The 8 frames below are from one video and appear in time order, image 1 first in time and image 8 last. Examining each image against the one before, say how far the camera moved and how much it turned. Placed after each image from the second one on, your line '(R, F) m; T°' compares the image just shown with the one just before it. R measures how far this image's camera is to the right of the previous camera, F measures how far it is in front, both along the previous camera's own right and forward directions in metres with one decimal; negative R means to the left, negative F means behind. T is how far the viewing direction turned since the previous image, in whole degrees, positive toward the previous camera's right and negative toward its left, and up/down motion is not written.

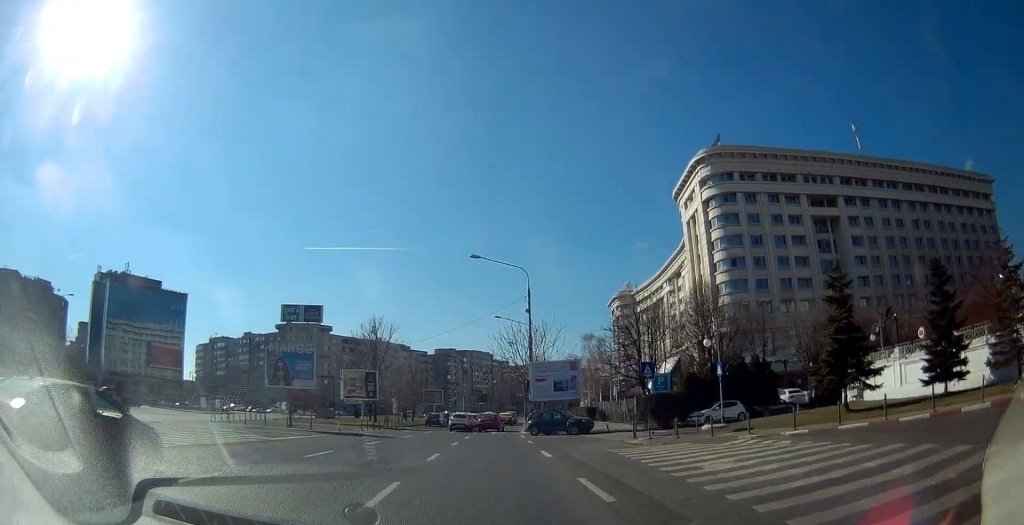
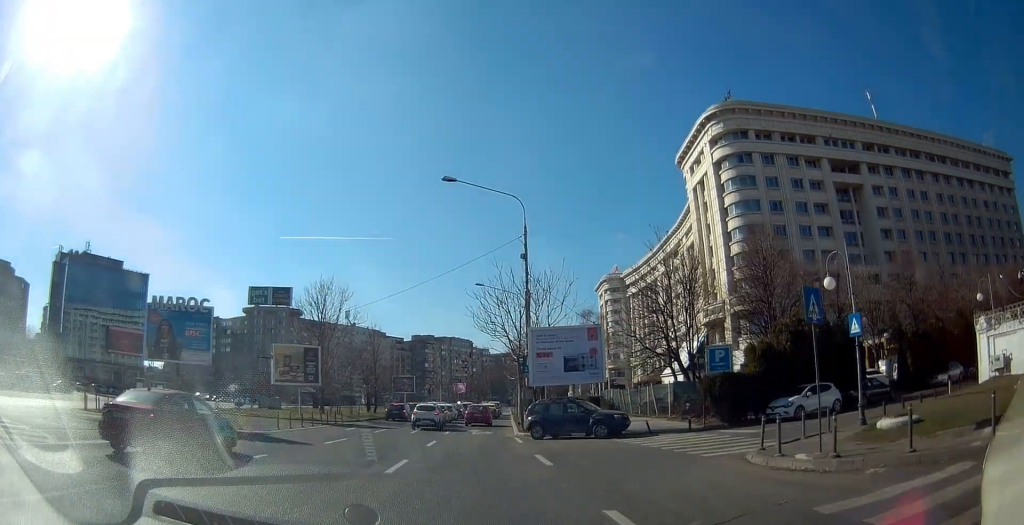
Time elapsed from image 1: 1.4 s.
(-0.2, +13.2) m; -1°
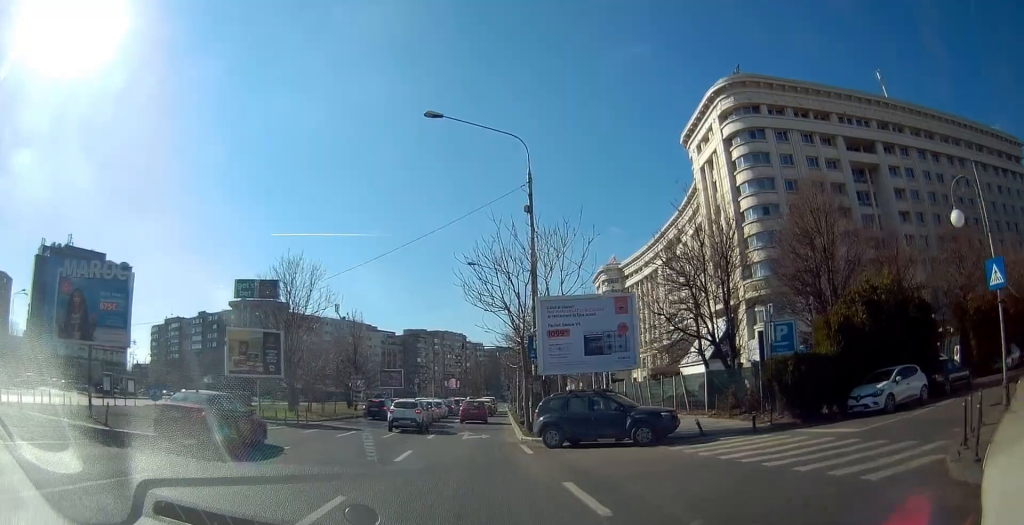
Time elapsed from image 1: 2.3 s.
(0.0, +7.3) m; +2°
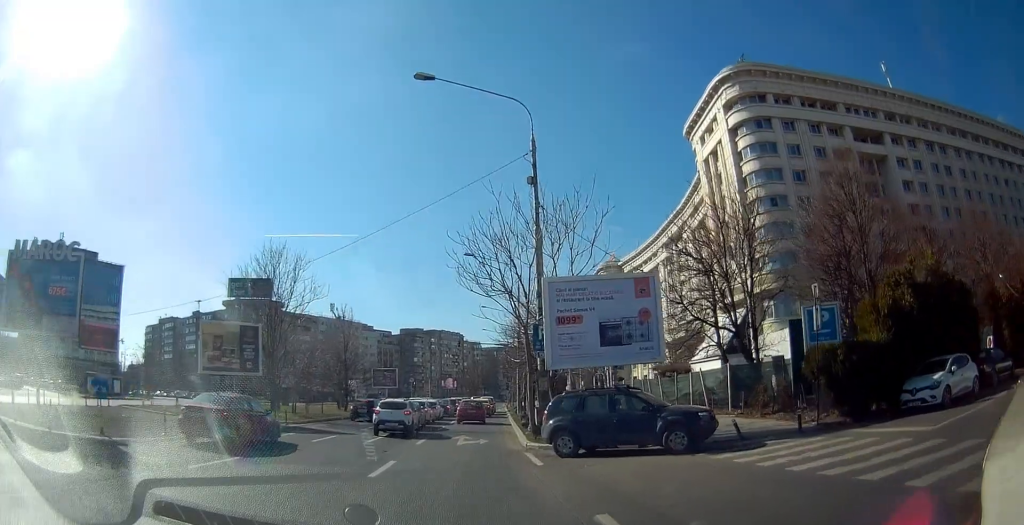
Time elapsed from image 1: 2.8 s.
(0.0, +3.7) m; +4°
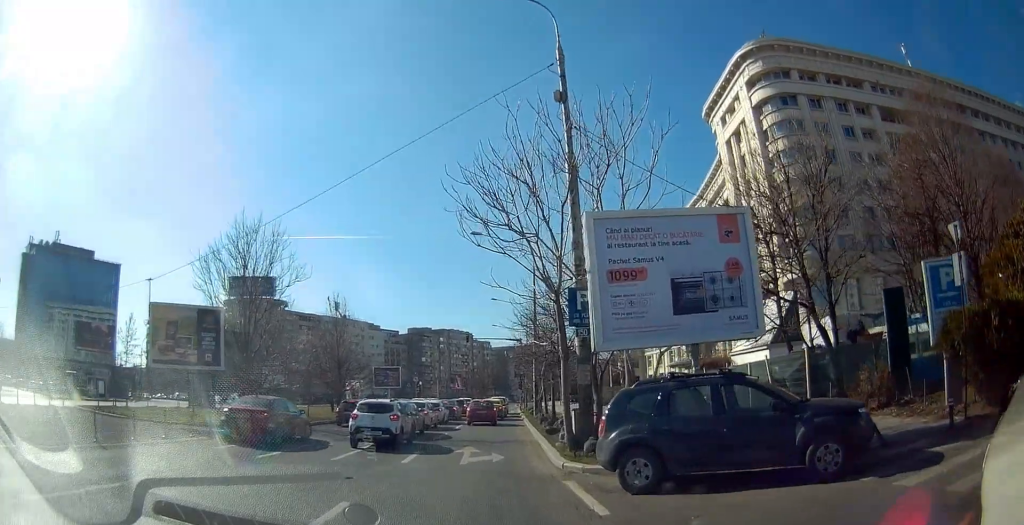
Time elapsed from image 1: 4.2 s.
(+0.8, +6.6) m; +3°
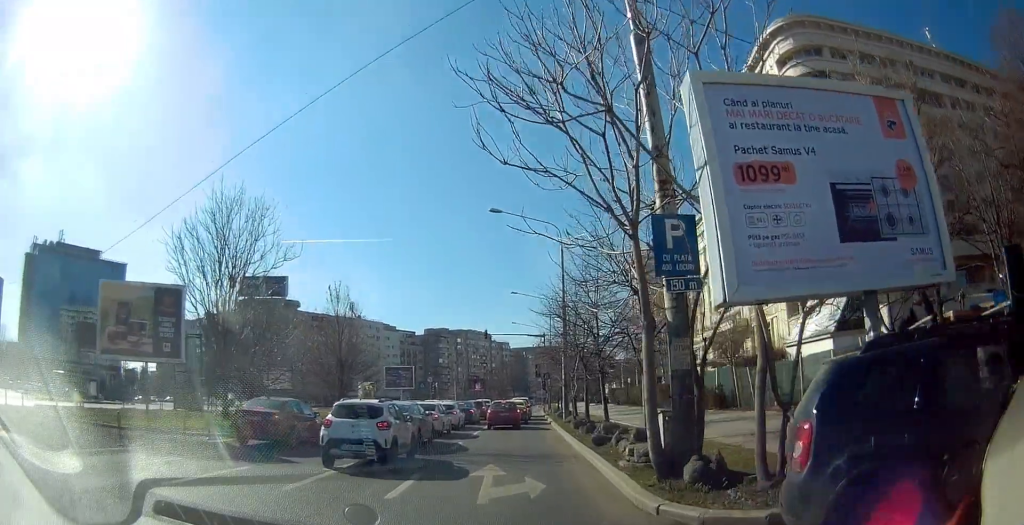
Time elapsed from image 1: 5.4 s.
(-0.8, +4.4) m; -8°
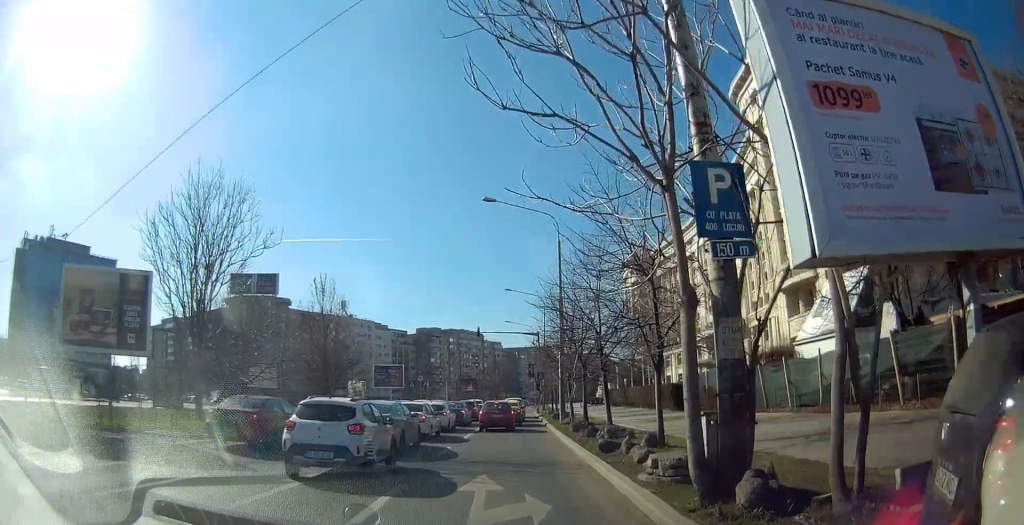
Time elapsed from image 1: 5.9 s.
(-0.1, +1.7) m; +3°
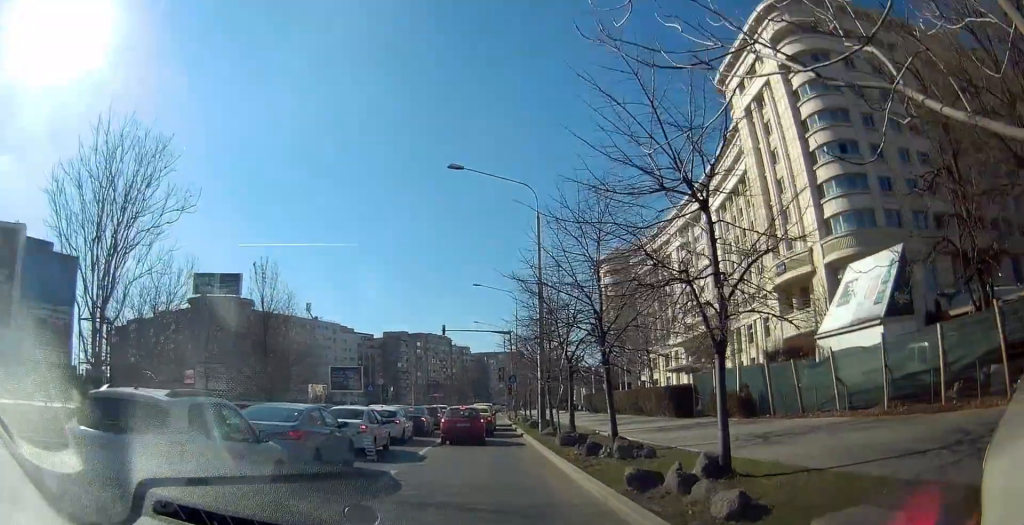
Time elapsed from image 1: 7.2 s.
(+0.5, +4.2) m; +11°
